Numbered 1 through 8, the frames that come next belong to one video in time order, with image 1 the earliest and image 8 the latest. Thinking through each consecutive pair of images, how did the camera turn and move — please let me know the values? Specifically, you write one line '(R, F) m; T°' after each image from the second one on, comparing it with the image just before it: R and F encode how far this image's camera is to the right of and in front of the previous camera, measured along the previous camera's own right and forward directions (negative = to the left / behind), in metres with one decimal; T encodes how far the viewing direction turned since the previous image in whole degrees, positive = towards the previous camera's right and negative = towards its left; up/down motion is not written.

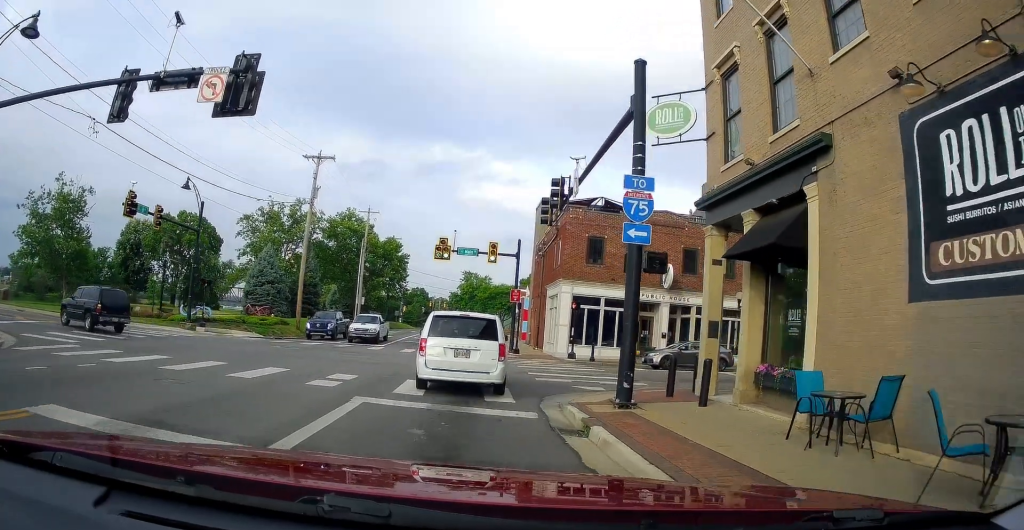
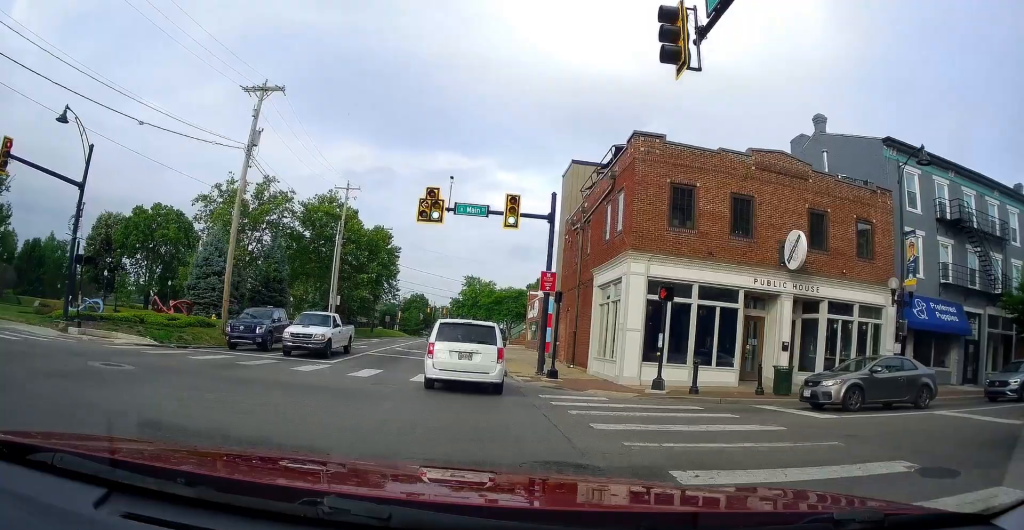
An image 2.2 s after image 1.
(-2.7, +14.1) m; -22°
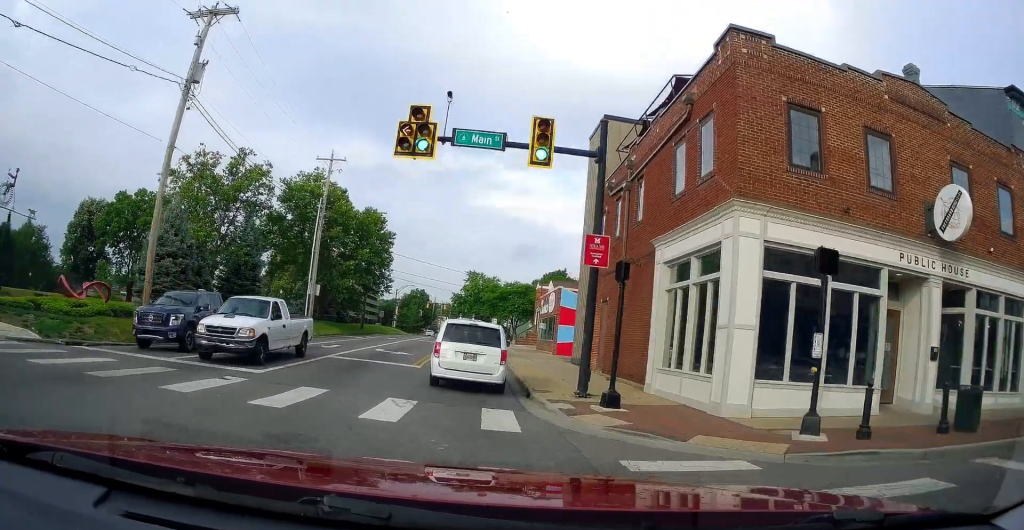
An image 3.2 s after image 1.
(-0.1, +8.4) m; +4°
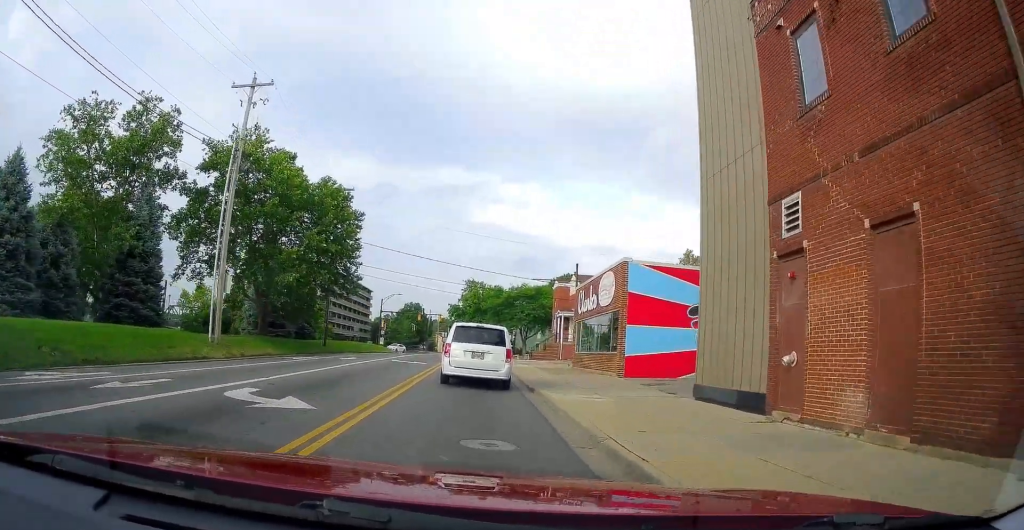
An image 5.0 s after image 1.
(0.0, +17.5) m; -2°
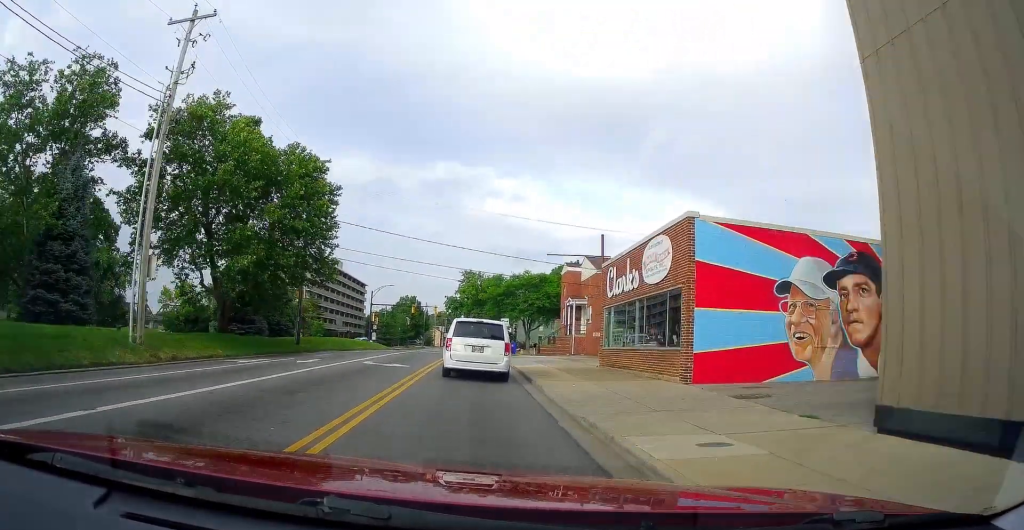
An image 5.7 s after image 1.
(+0.1, +7.3) m; 0°
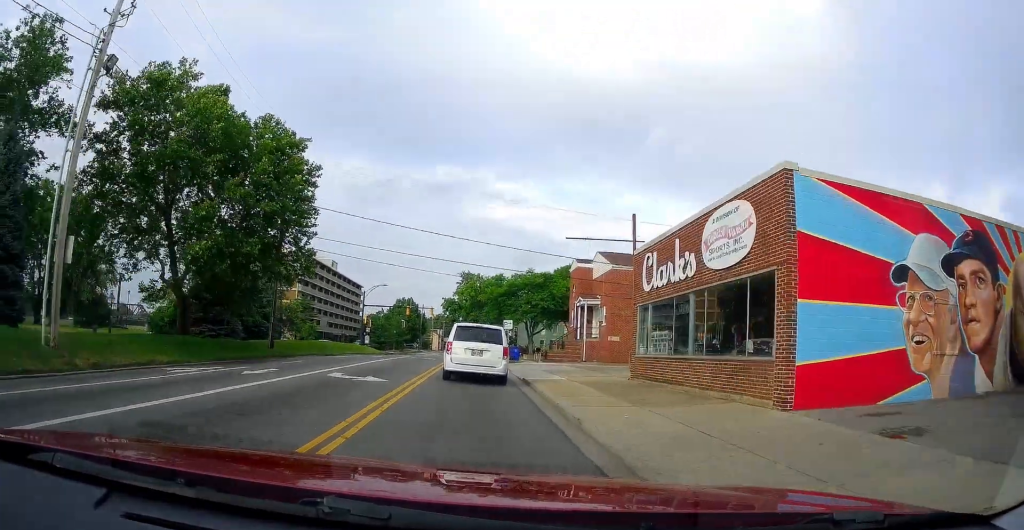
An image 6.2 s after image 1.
(+0.1, +5.3) m; 0°
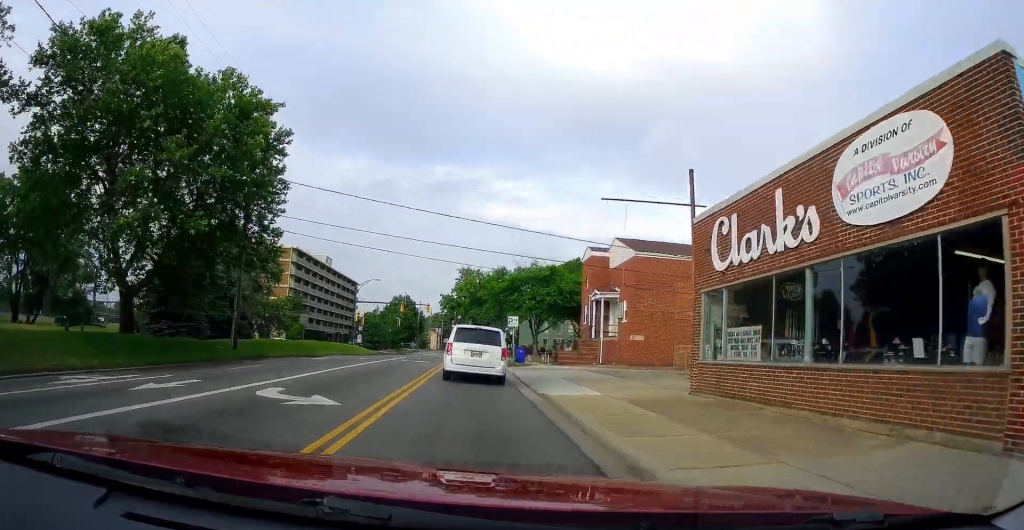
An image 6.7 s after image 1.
(-0.2, +5.9) m; -1°
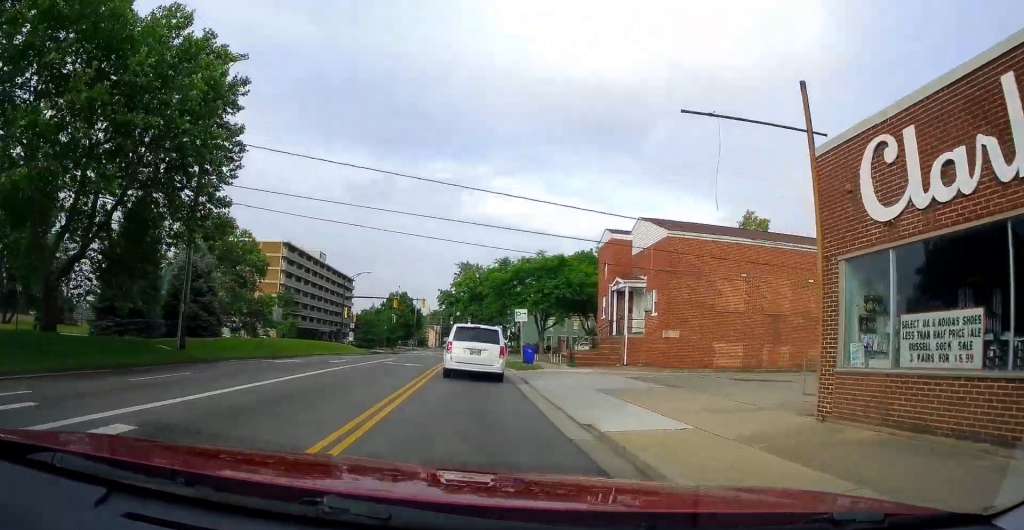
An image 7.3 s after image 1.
(-0.1, +6.0) m; -1°
